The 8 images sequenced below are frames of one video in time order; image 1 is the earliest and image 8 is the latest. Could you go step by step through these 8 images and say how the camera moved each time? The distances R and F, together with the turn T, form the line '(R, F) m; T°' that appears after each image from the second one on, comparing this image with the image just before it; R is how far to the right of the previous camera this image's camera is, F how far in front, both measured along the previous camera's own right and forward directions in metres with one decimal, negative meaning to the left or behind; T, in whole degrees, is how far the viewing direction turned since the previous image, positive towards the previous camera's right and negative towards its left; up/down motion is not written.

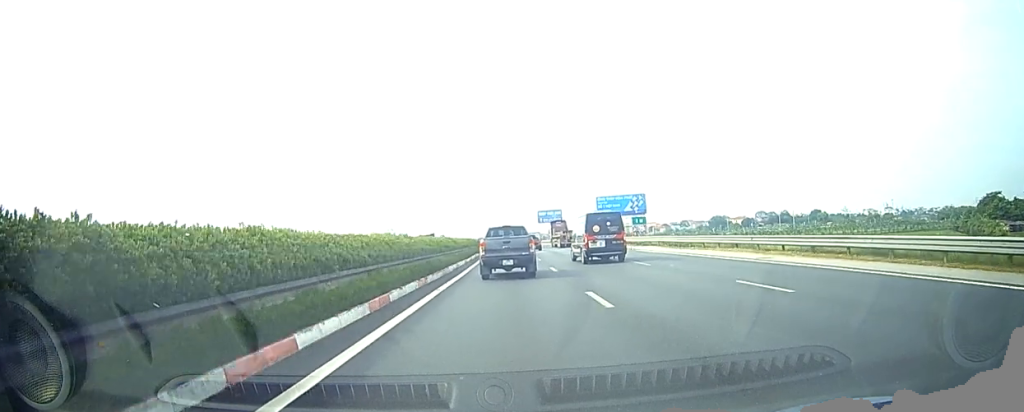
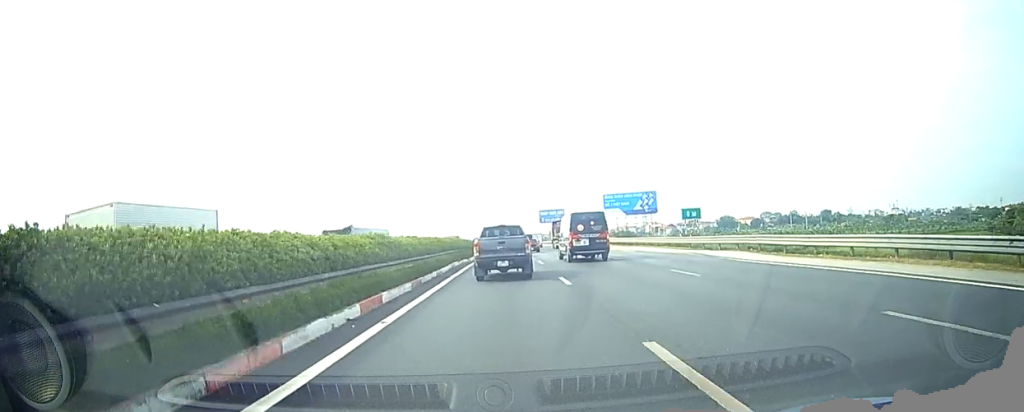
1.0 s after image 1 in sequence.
(+0.1, +18.3) m; 0°
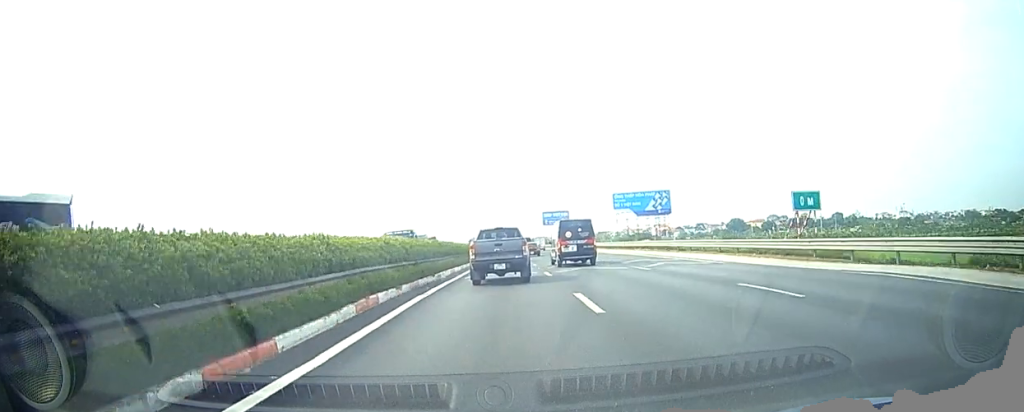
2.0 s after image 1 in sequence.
(0.0, +17.8) m; 0°
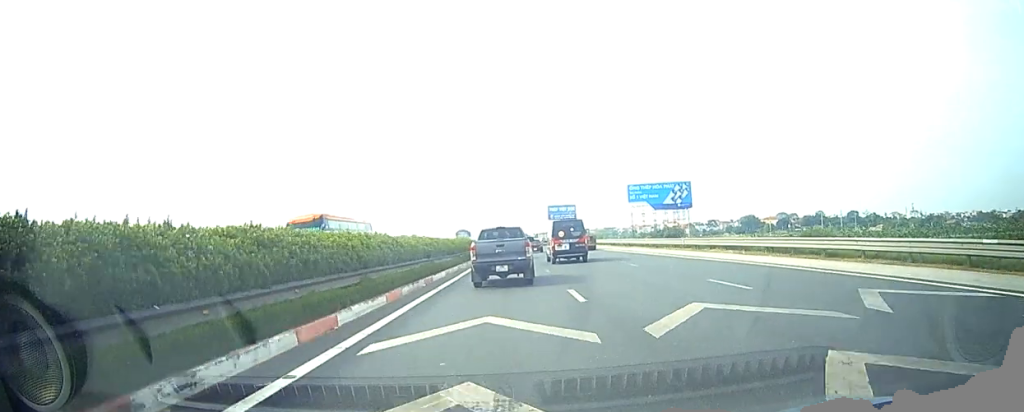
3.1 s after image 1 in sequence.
(0.0, +20.7) m; 0°
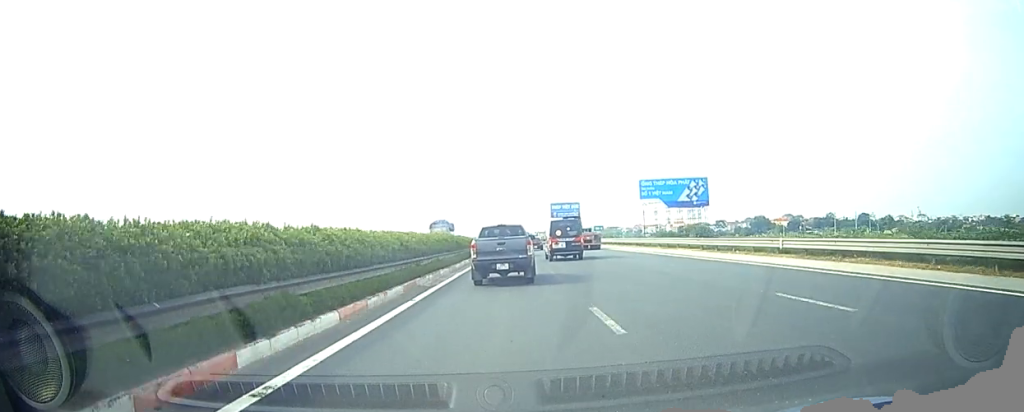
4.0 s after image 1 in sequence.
(0.0, +15.8) m; 0°
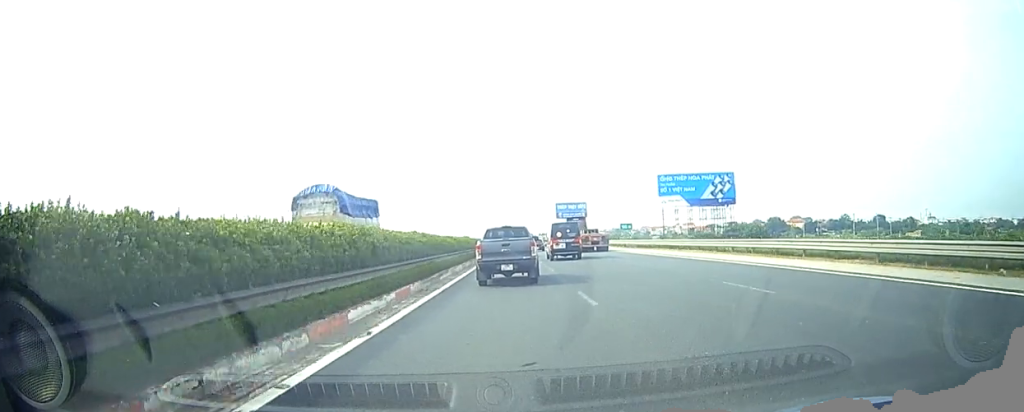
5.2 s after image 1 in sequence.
(0.0, +20.8) m; 0°
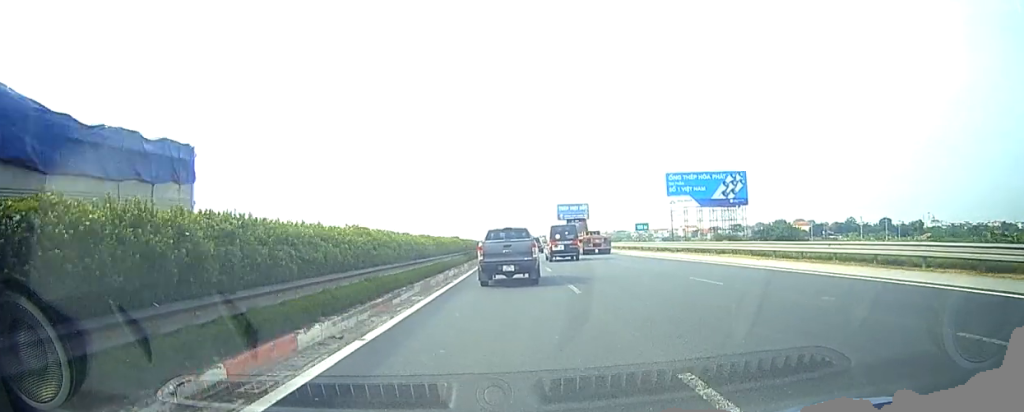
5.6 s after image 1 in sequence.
(0.0, +8.5) m; 0°
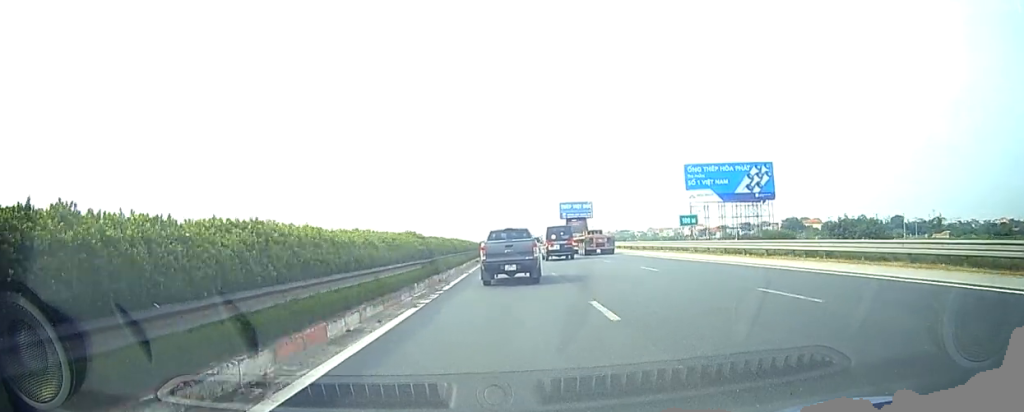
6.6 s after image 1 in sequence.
(0.0, +16.1) m; 0°
